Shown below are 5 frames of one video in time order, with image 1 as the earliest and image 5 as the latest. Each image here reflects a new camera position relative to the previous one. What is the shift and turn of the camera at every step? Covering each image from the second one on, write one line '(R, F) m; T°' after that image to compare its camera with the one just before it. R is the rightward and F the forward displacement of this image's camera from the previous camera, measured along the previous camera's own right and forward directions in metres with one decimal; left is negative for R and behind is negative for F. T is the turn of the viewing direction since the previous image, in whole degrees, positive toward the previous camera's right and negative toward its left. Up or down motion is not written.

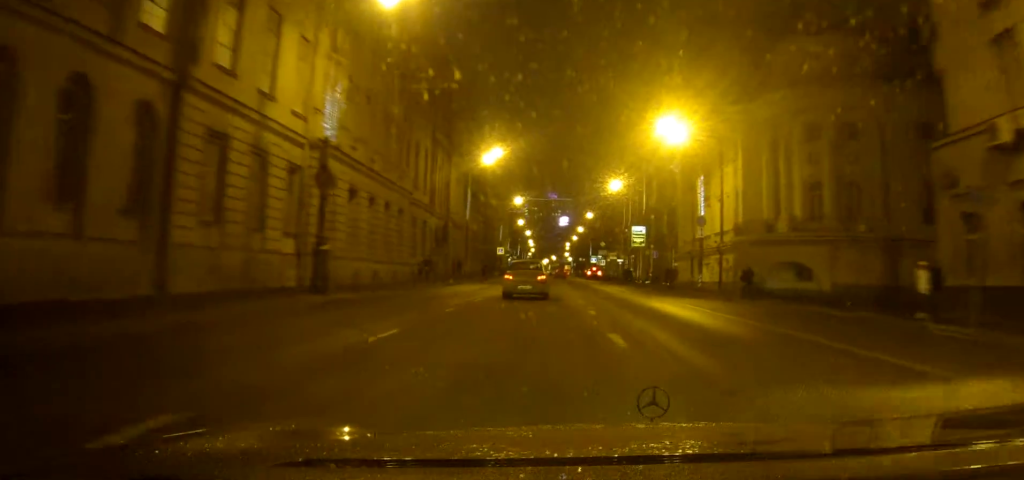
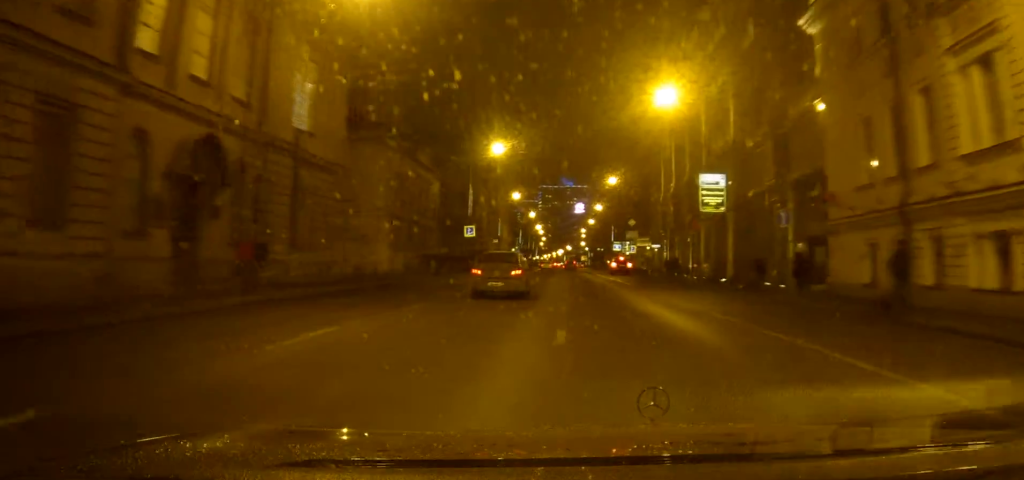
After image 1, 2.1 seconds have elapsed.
(-0.4, +40.0) m; -2°
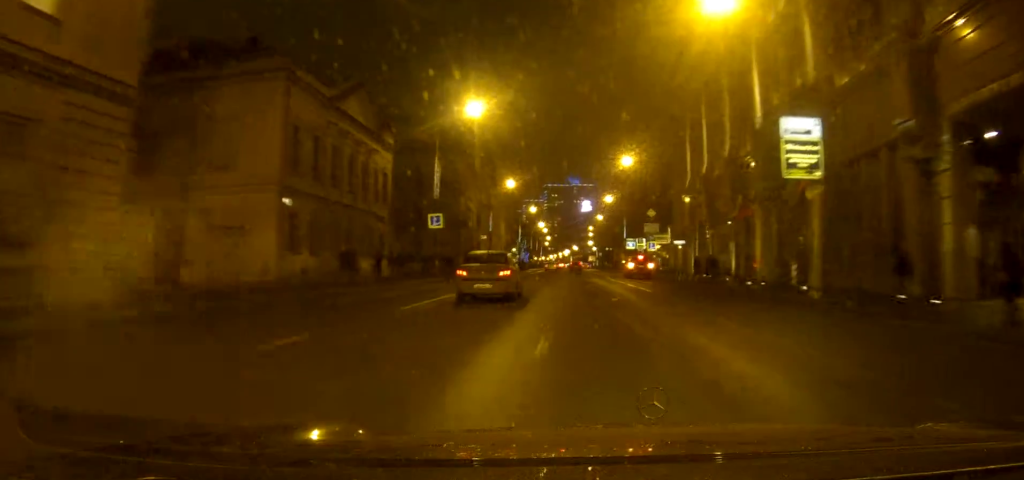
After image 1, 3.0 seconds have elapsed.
(-0.2, +17.3) m; 0°
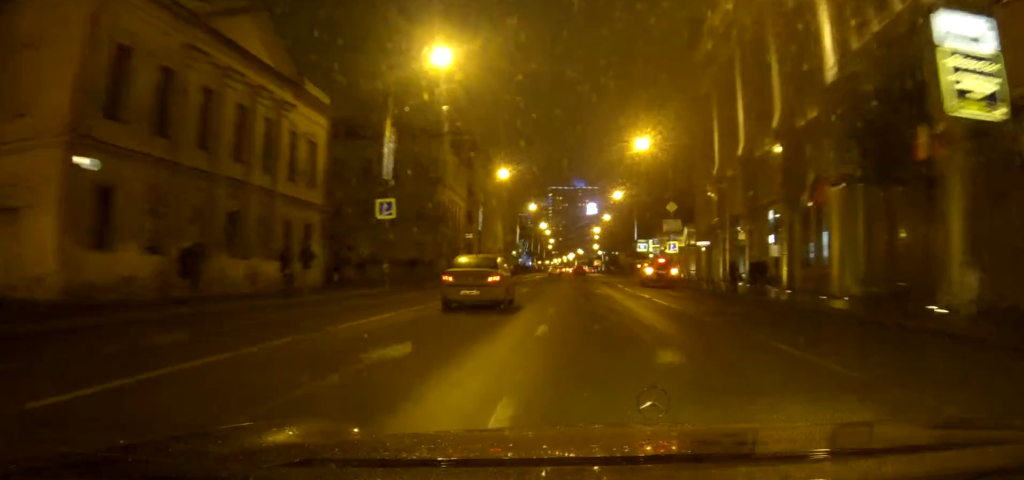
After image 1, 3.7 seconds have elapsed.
(0.0, +12.8) m; 0°
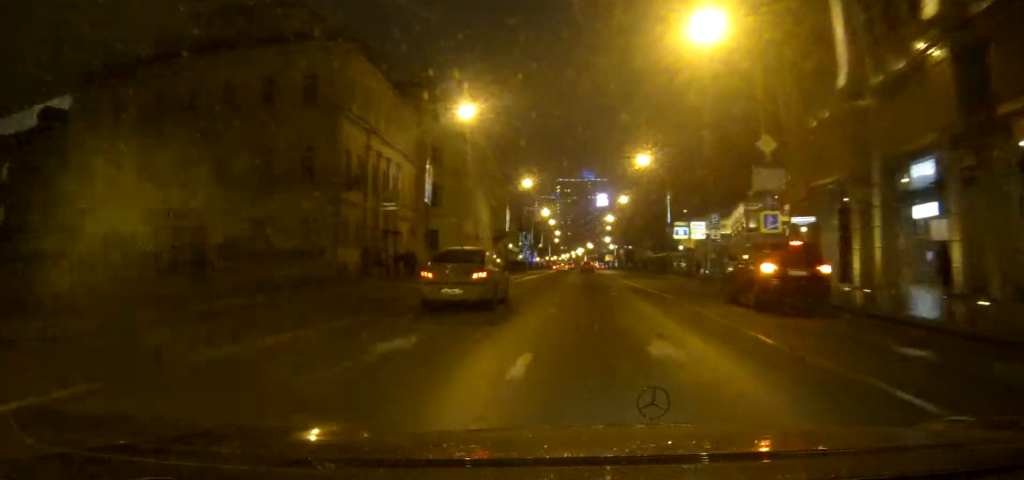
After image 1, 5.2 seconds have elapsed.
(-0.4, +29.0) m; -2°
